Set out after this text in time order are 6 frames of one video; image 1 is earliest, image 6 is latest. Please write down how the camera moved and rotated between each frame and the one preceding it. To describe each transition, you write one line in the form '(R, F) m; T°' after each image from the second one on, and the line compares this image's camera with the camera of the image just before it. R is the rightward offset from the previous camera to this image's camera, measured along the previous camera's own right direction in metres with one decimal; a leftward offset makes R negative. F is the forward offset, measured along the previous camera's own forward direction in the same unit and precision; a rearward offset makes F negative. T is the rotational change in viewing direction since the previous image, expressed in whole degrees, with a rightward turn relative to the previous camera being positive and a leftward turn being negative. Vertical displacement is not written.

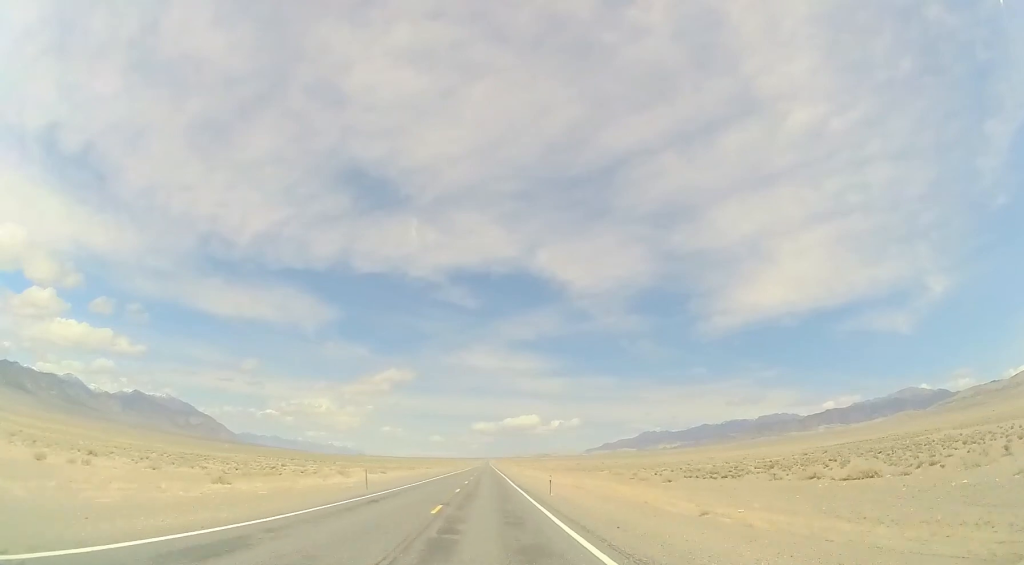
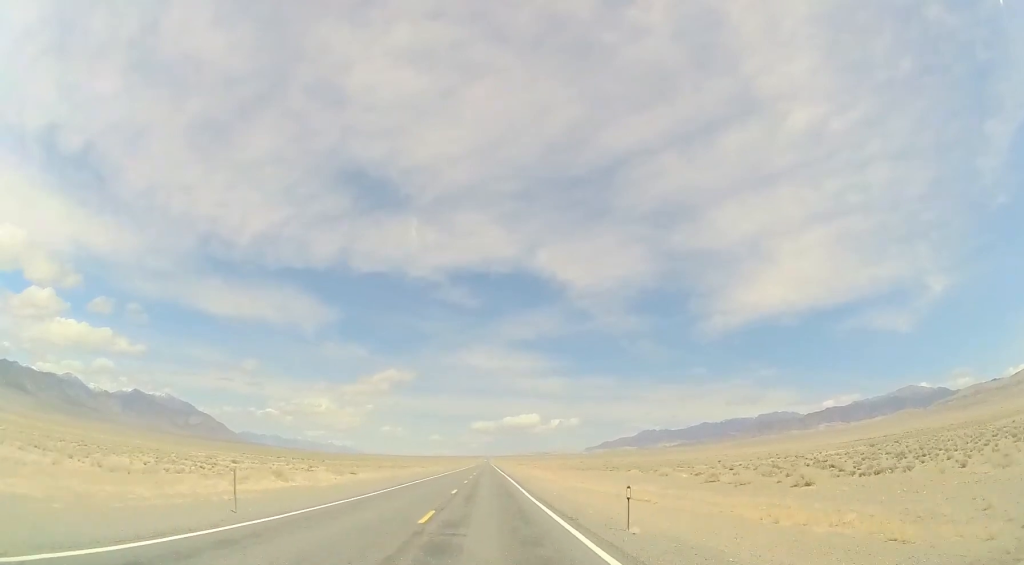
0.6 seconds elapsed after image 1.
(0.0, +16.7) m; 0°
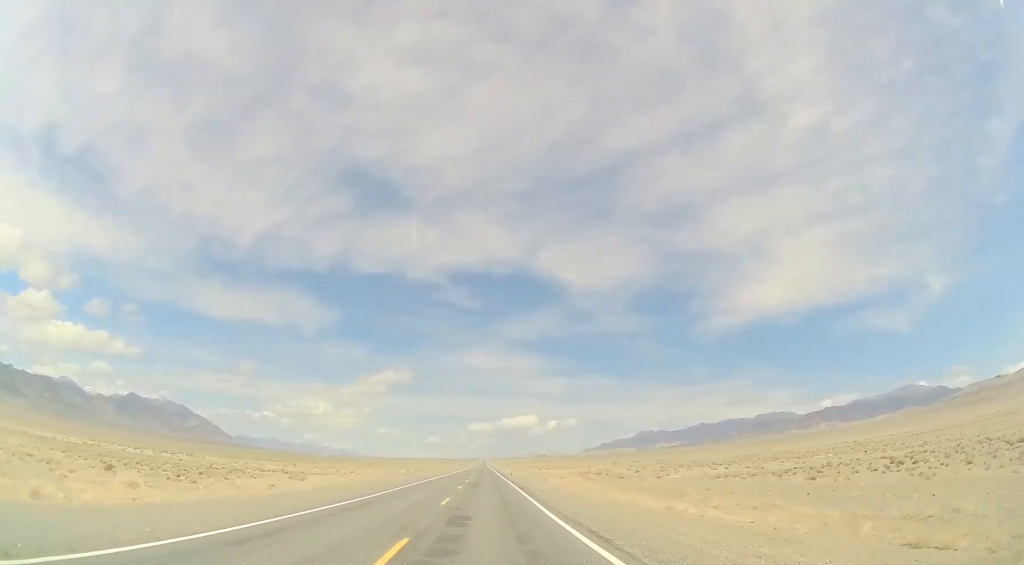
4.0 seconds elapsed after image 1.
(+0.1, +102.3) m; 0°
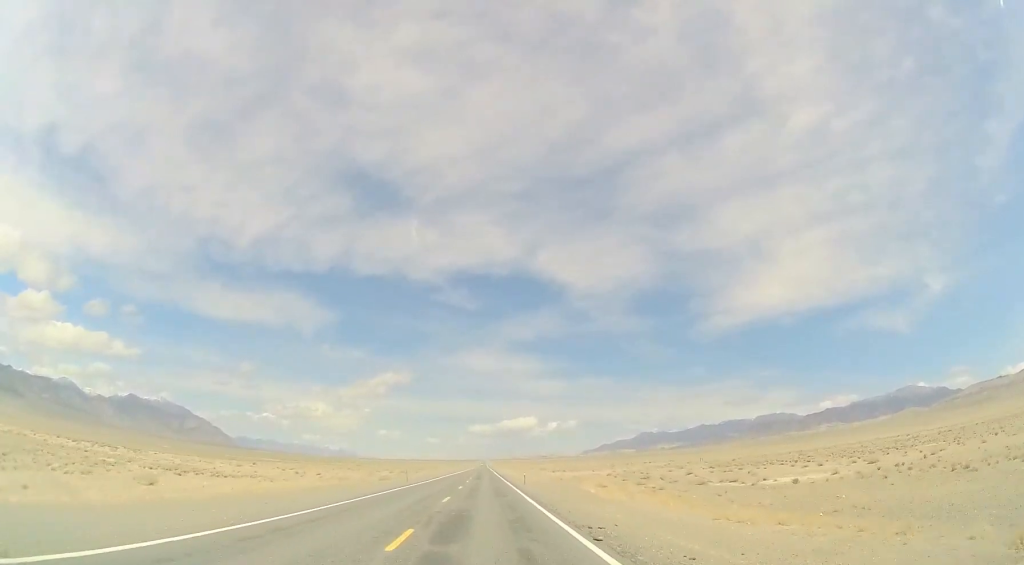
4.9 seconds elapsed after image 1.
(+0.1, +25.5) m; +1°
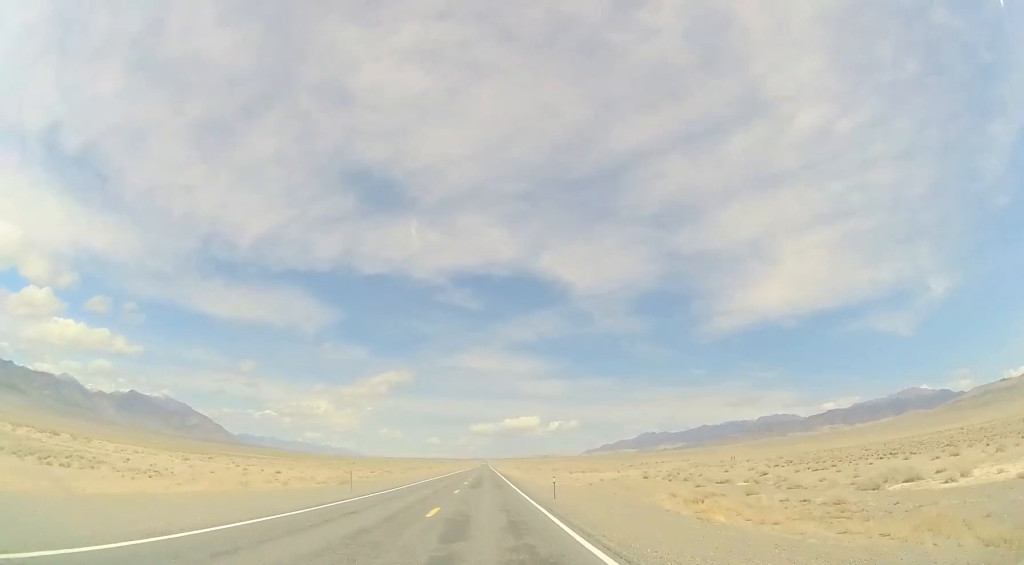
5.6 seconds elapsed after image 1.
(+0.2, +20.5) m; 0°
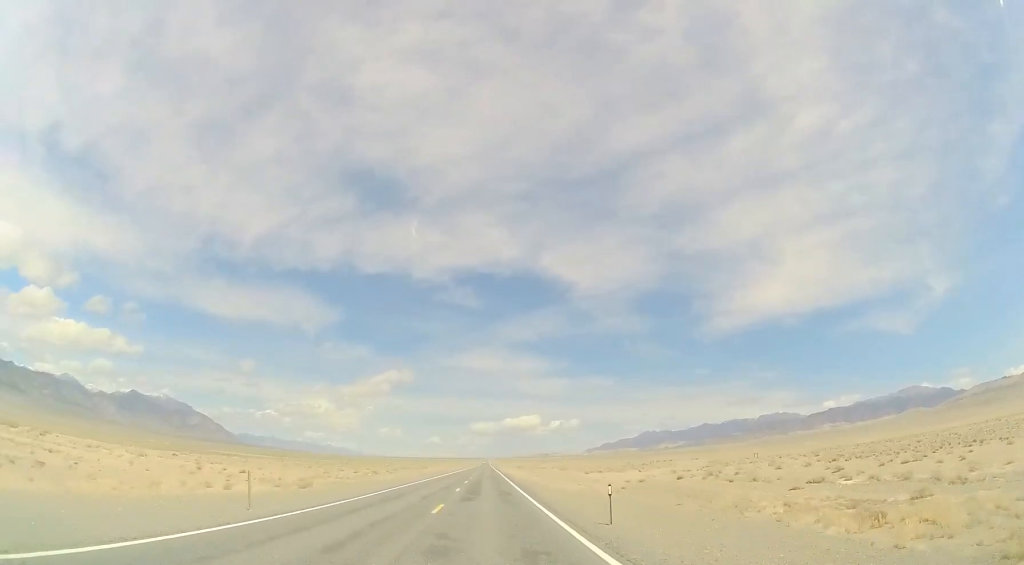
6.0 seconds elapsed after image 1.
(0.0, +12.7) m; -1°
